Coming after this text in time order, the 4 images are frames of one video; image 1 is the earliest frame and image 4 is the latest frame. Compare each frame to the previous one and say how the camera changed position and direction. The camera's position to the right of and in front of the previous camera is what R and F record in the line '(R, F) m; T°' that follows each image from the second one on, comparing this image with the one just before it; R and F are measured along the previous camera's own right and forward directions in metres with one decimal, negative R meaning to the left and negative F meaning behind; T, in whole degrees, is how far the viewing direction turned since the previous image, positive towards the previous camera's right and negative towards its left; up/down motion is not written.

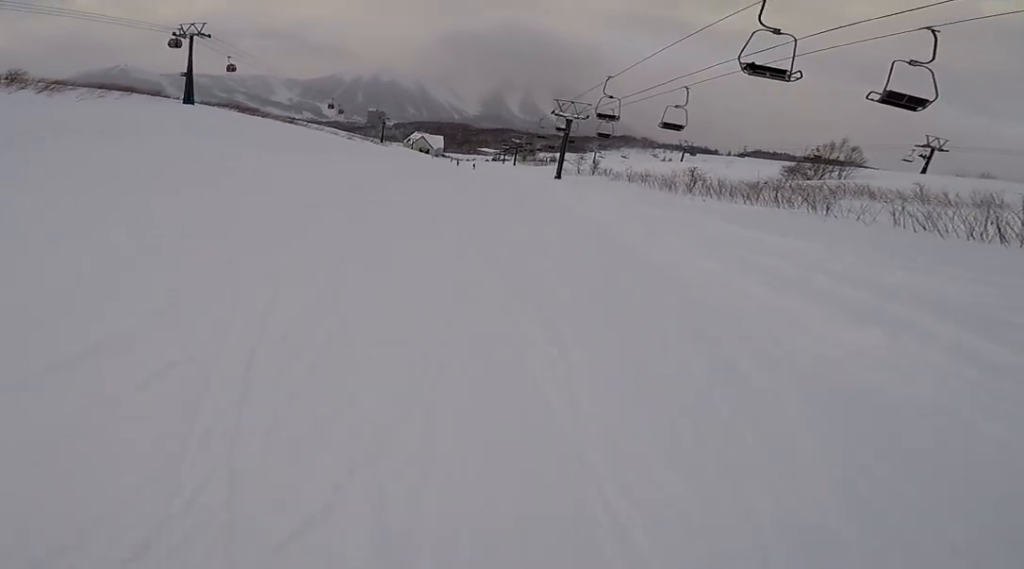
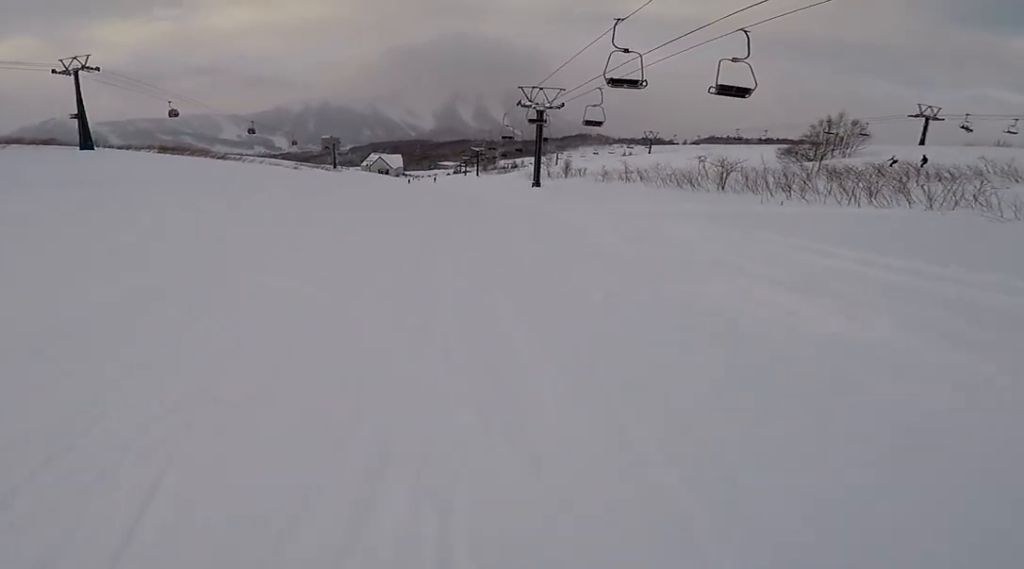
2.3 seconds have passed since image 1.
(0.0, +11.2) m; 0°
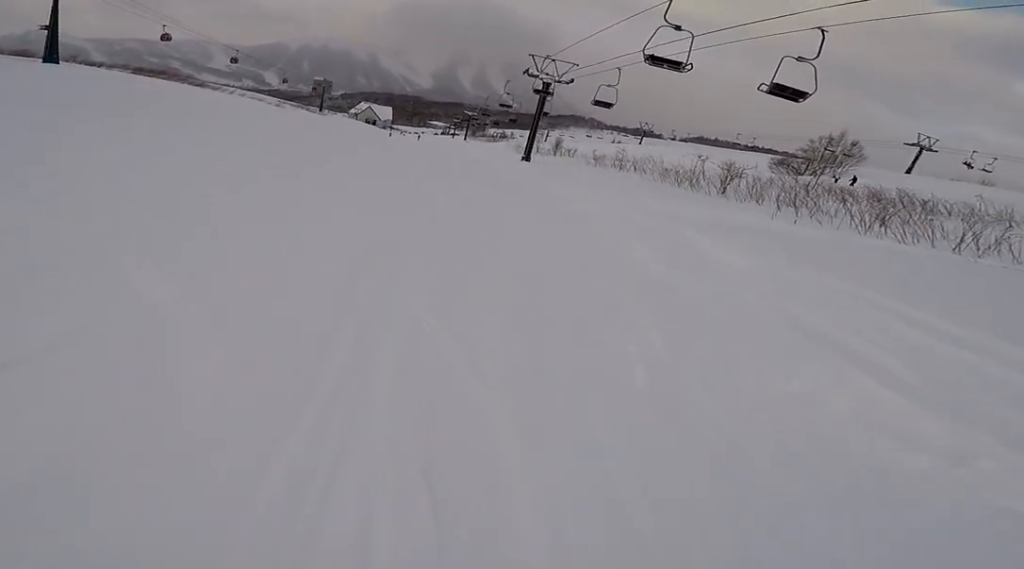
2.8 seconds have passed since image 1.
(0.0, +2.8) m; 0°
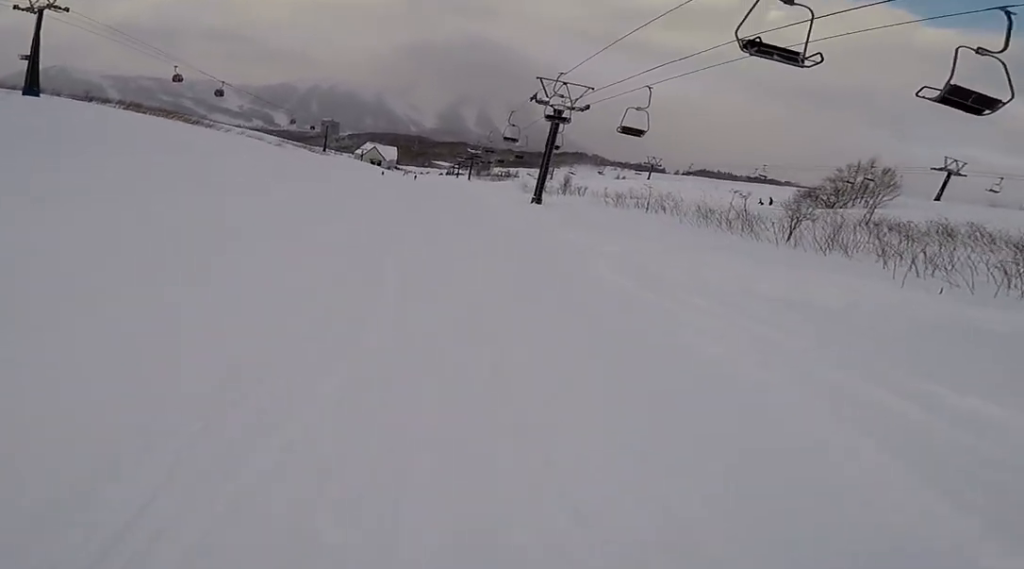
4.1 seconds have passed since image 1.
(0.0, +6.3) m; -1°
